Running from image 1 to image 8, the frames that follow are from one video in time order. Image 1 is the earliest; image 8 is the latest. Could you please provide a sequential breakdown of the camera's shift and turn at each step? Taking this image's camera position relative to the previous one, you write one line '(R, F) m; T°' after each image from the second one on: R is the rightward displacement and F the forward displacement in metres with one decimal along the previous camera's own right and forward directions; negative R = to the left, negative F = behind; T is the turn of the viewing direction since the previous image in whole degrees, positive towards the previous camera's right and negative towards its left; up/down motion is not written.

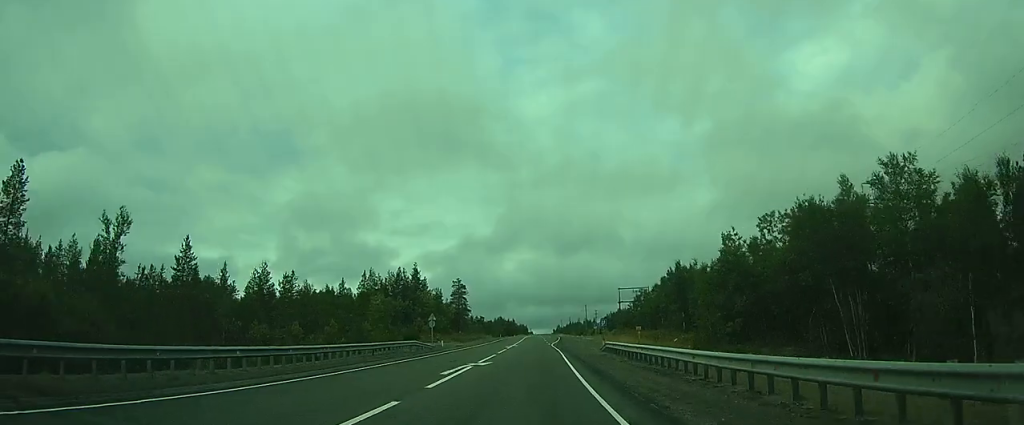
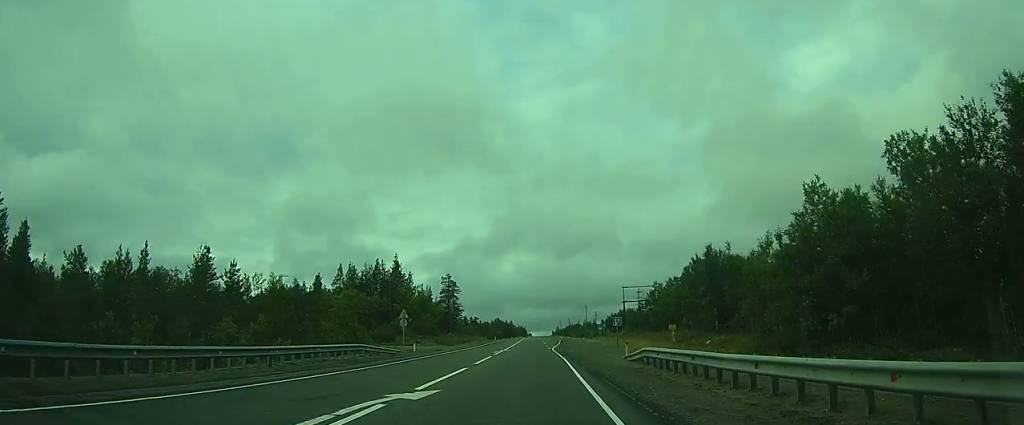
(0.0, +15.4) m; 0°
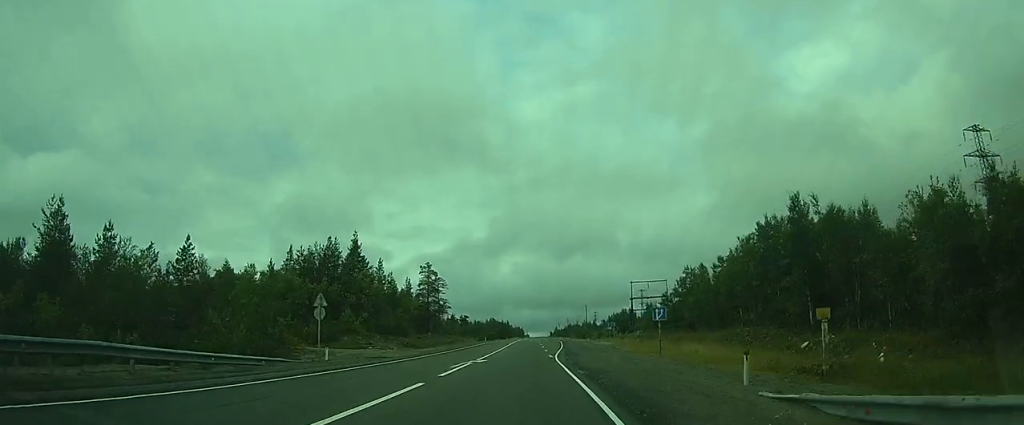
(0.0, +23.1) m; 0°
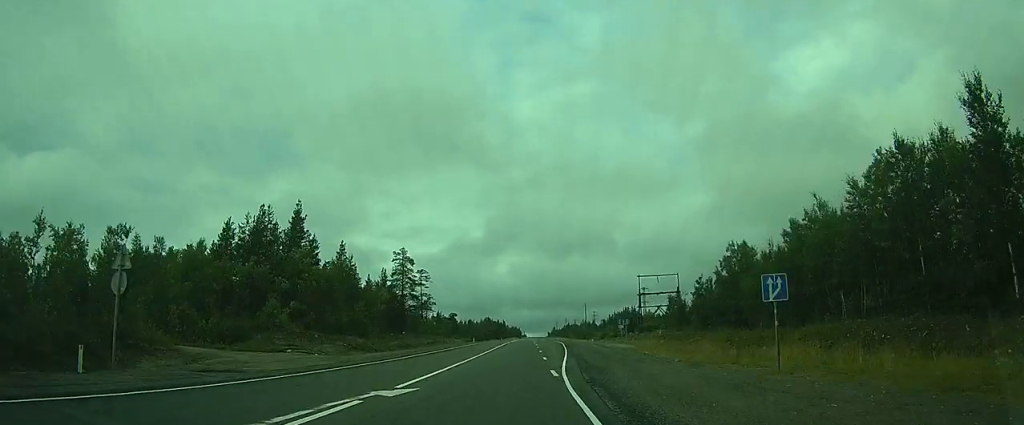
(+0.1, +19.3) m; +1°
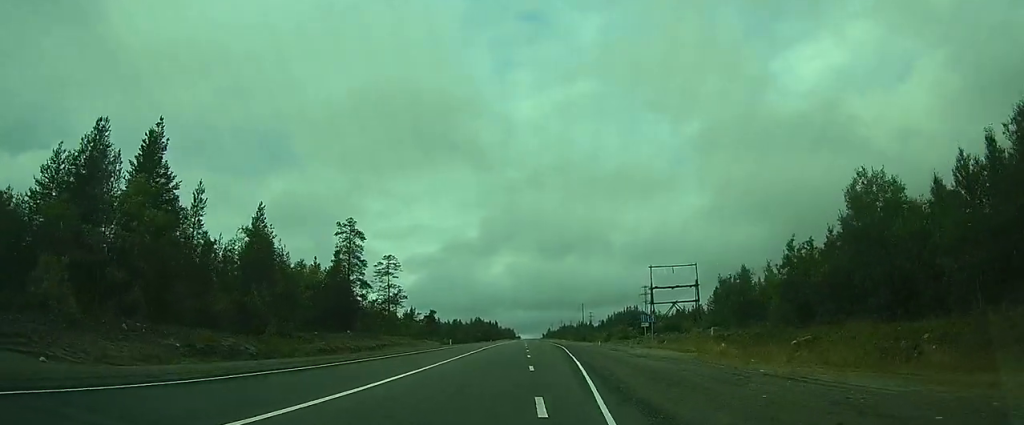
(+0.5, +24.2) m; +3°
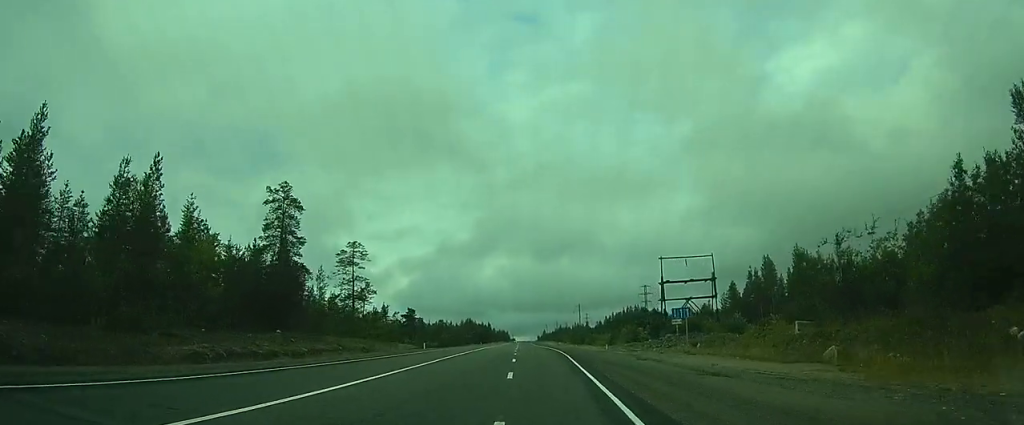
(+0.4, +16.5) m; +1°
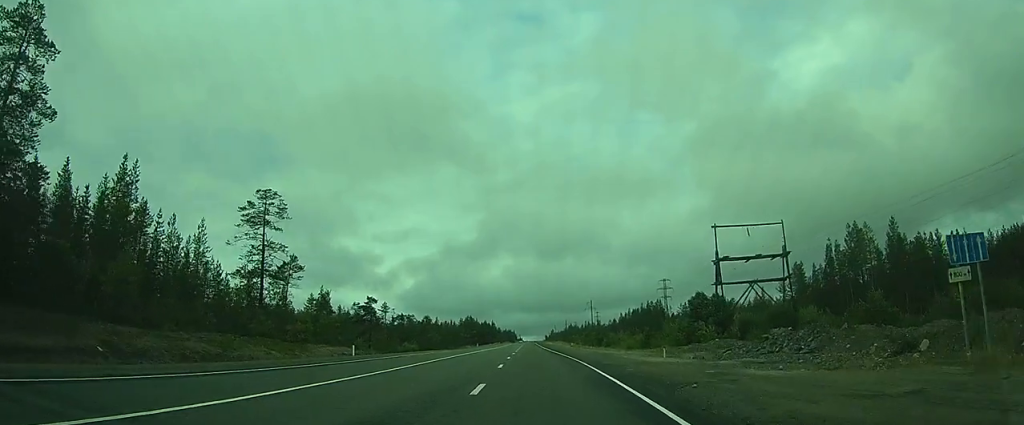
(0.0, +29.6) m; 0°
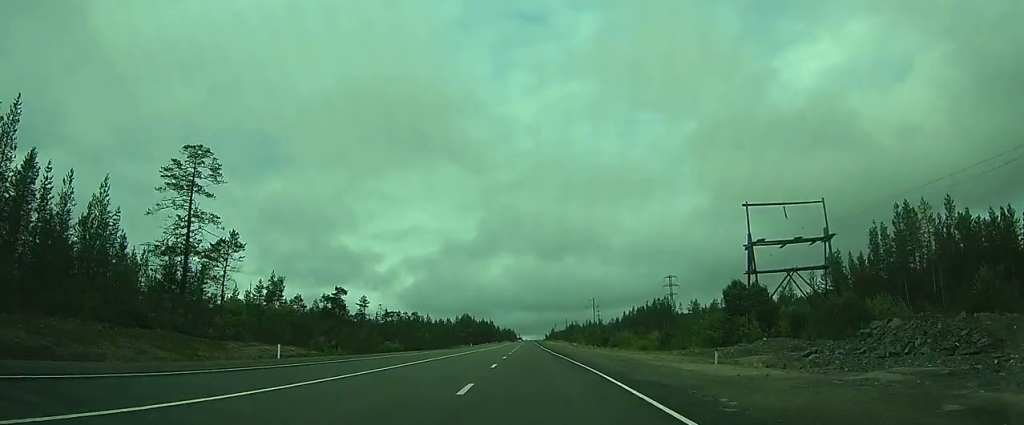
(0.0, +12.2) m; 0°
